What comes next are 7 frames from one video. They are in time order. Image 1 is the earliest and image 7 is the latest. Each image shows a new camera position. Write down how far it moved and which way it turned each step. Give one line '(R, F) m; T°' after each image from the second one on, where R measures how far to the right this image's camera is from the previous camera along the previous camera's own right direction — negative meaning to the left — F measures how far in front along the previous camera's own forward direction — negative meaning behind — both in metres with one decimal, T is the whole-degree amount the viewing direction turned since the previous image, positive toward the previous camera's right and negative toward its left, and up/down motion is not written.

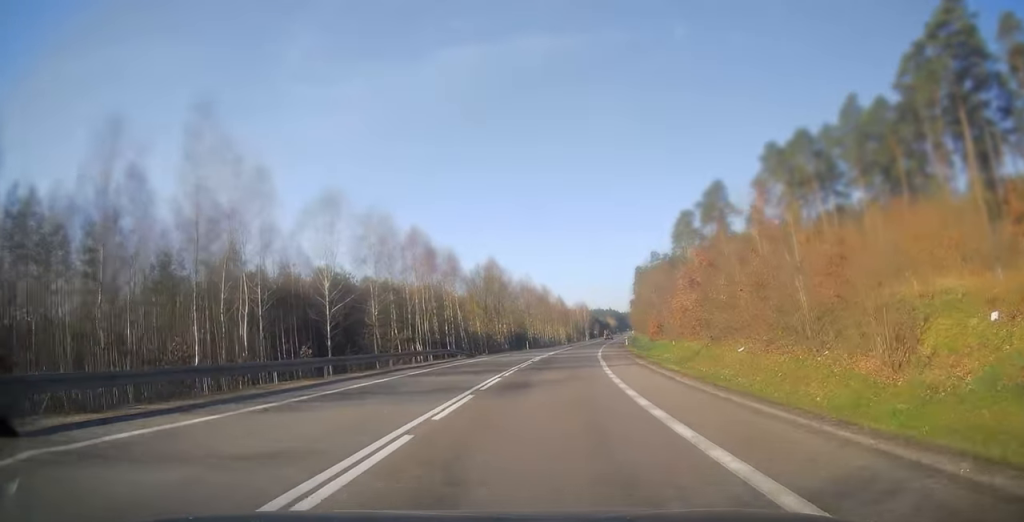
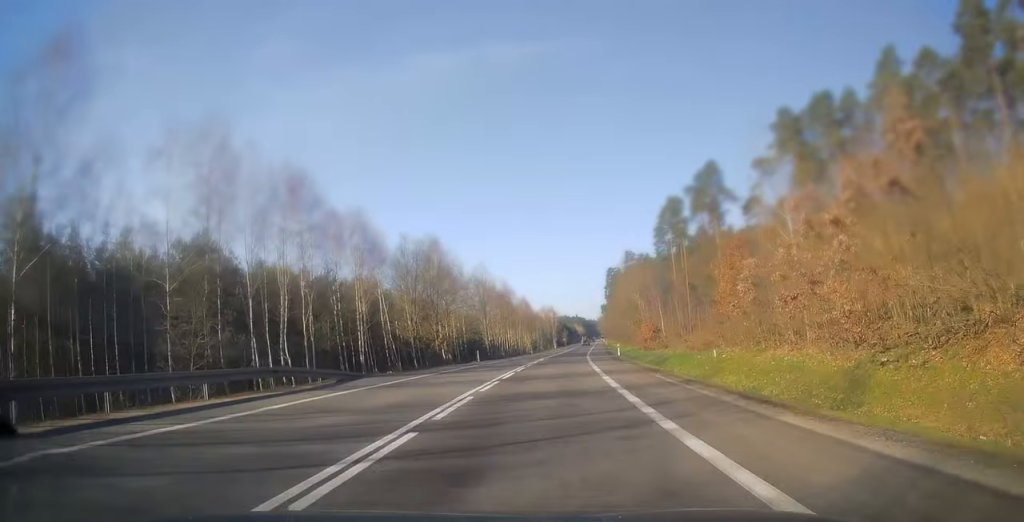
(0.0, +23.3) m; +2°
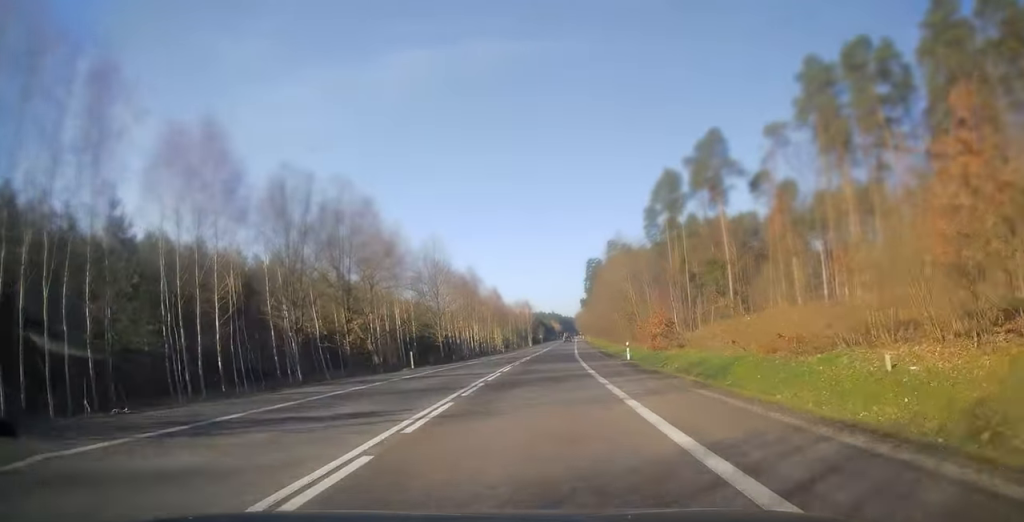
(+0.7, +19.7) m; +2°
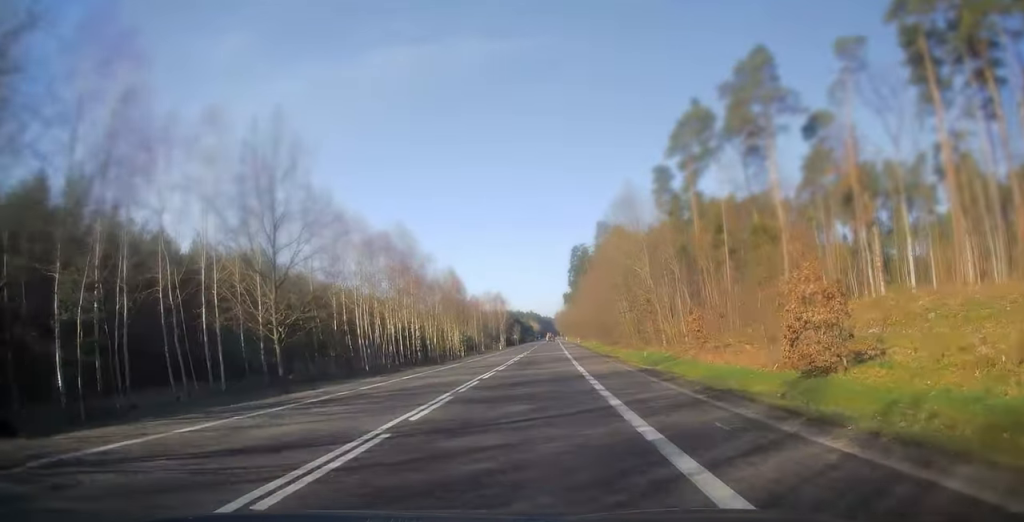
(+0.4, +34.2) m; +2°
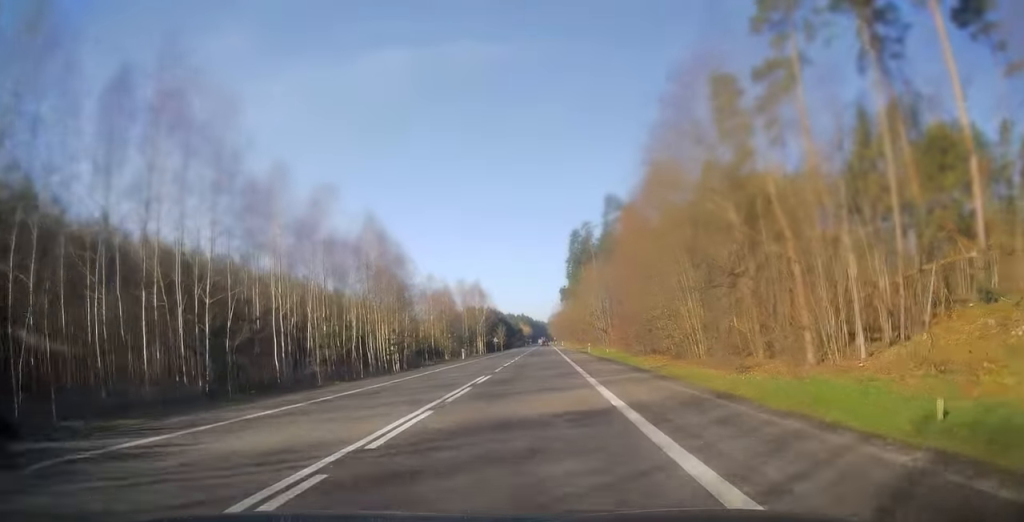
(+0.2, +38.6) m; 0°
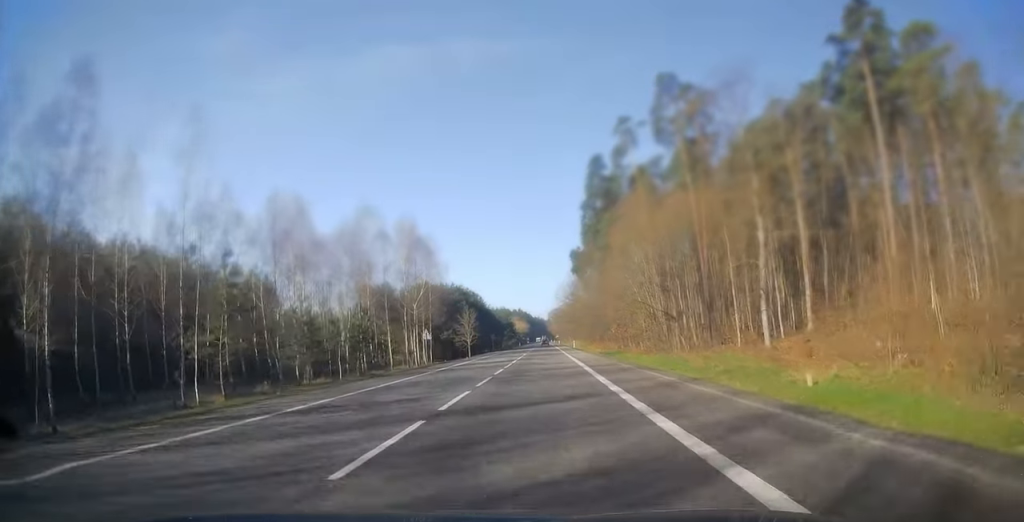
(+0.5, +63.9) m; +1°
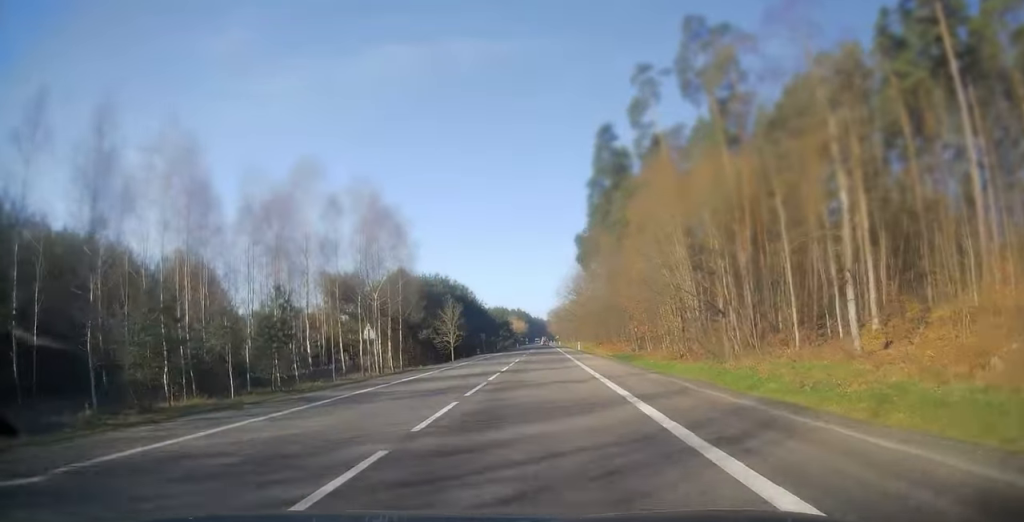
(0.0, +14.9) m; 0°
